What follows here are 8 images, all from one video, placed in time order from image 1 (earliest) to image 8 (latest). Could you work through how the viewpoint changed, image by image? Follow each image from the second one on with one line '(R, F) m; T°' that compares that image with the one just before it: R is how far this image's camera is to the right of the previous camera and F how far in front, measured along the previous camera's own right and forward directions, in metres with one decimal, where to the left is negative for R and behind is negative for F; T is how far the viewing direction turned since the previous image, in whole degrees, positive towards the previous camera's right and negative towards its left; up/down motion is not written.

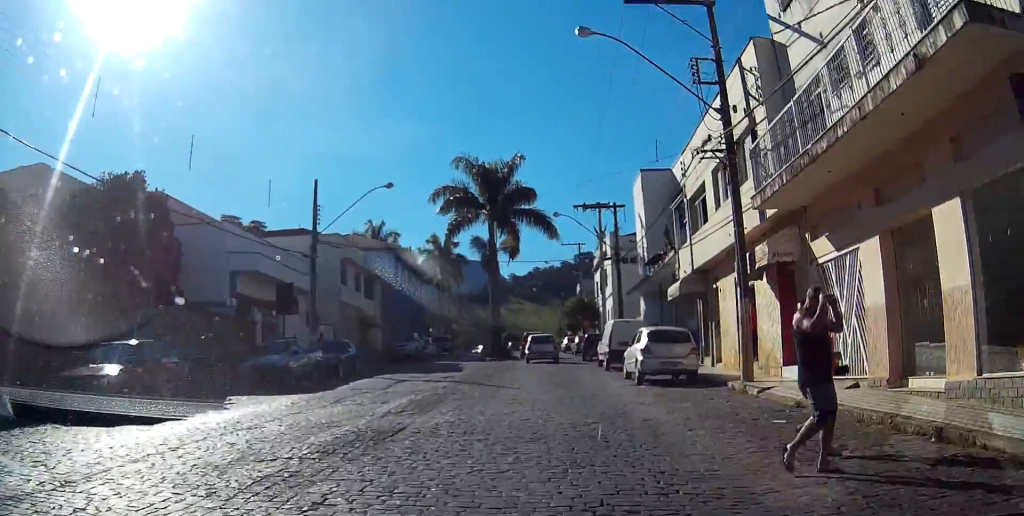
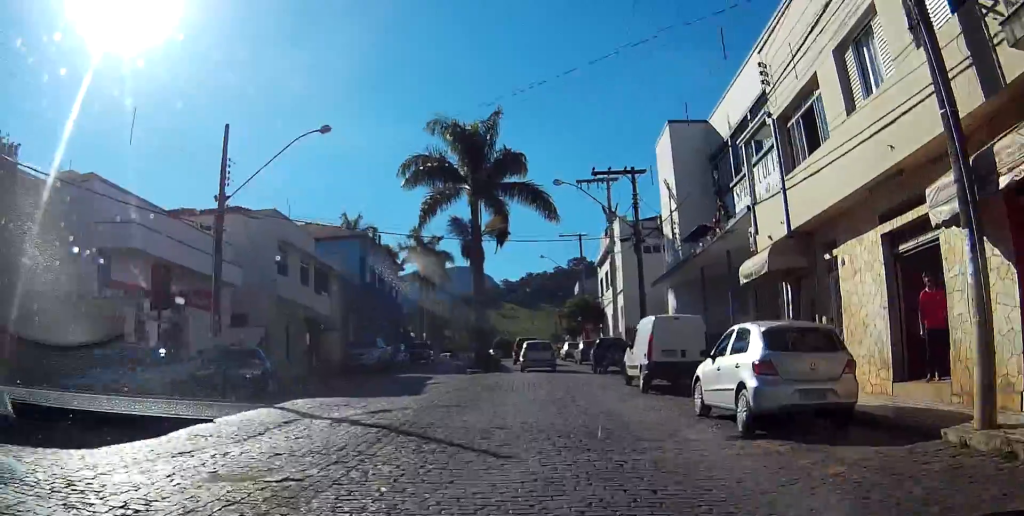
(0.0, +10.1) m; -1°
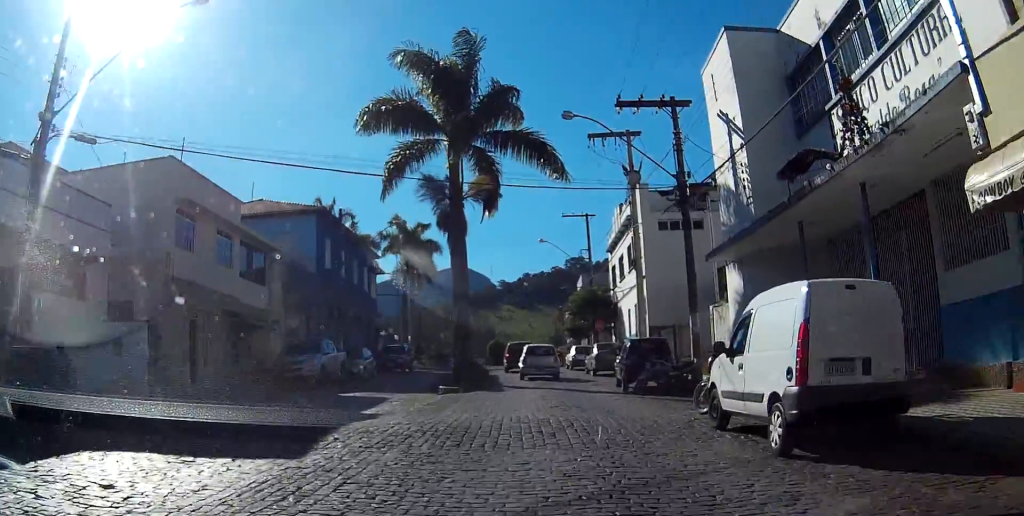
(-0.2, +10.0) m; -1°
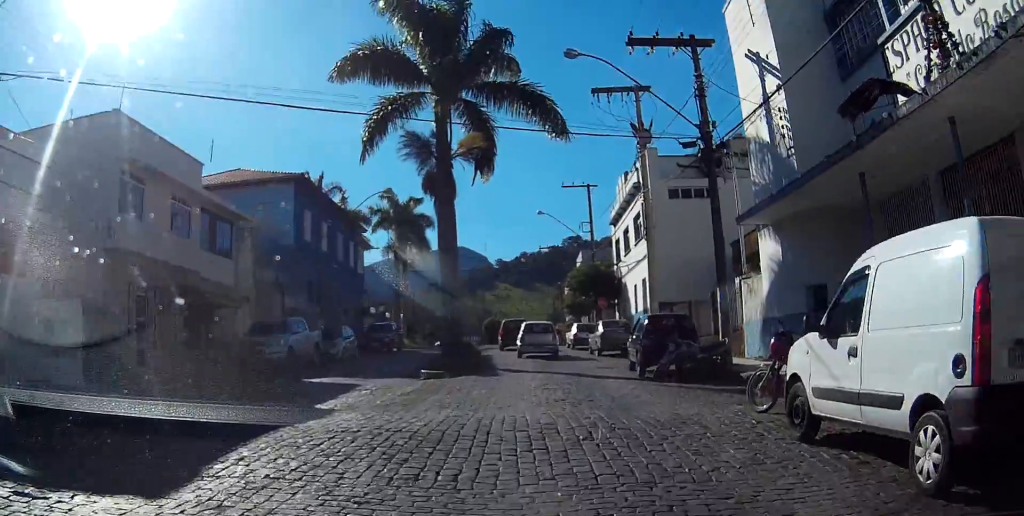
(-0.1, +3.6) m; +1°
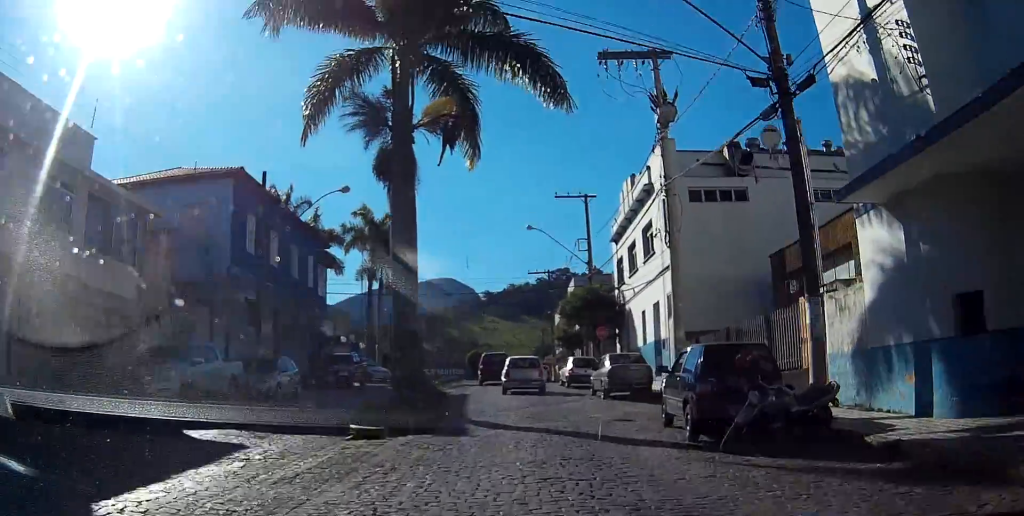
(+0.2, +7.0) m; +1°
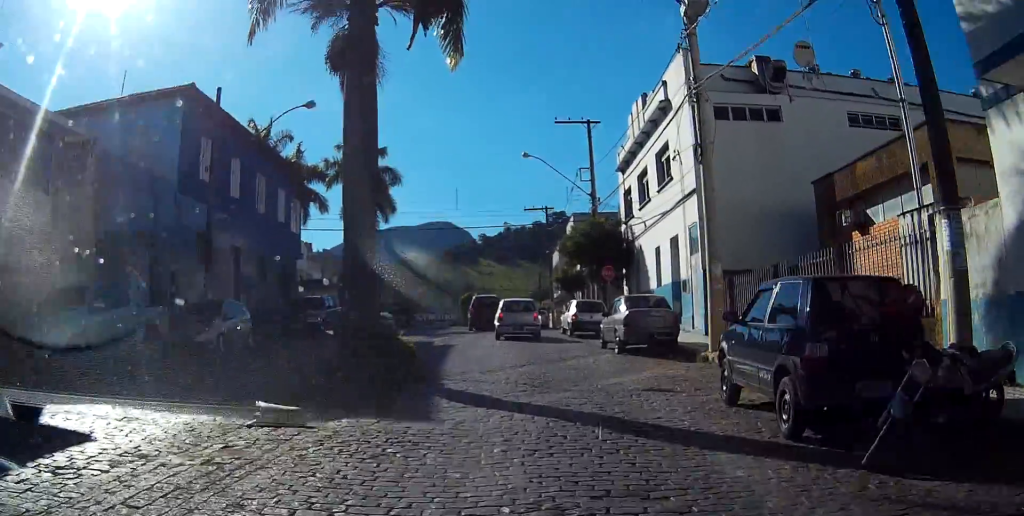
(0.0, +4.7) m; 0°
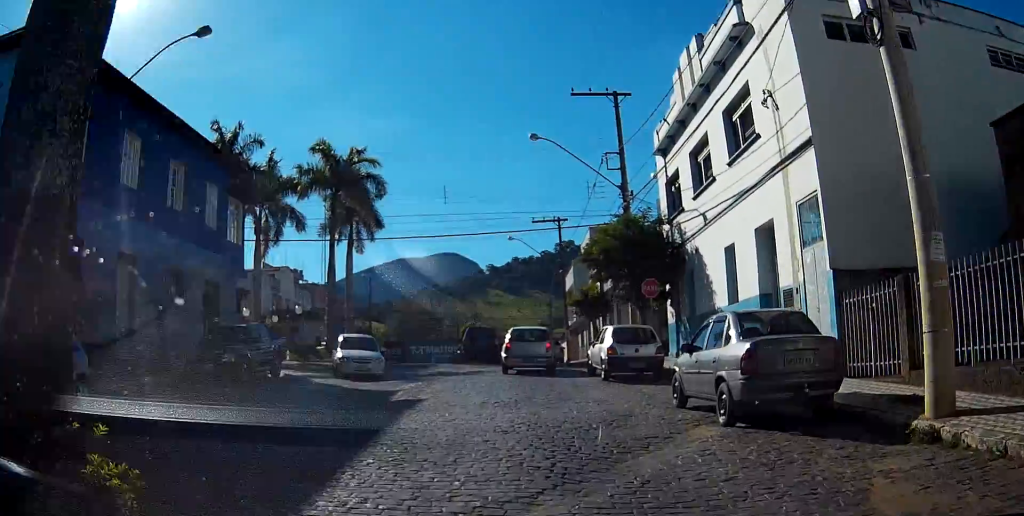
(-0.2, +9.5) m; -1°
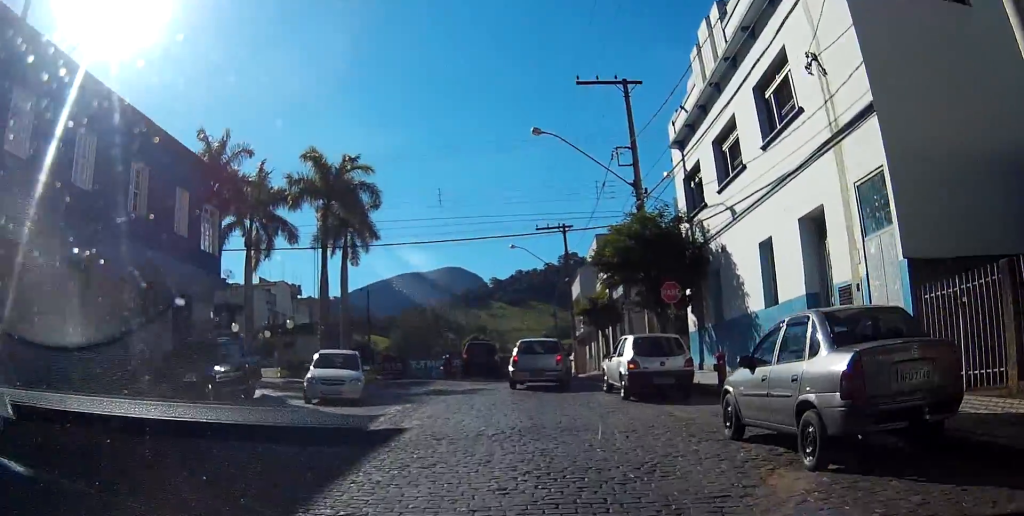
(0.0, +2.8) m; 0°
